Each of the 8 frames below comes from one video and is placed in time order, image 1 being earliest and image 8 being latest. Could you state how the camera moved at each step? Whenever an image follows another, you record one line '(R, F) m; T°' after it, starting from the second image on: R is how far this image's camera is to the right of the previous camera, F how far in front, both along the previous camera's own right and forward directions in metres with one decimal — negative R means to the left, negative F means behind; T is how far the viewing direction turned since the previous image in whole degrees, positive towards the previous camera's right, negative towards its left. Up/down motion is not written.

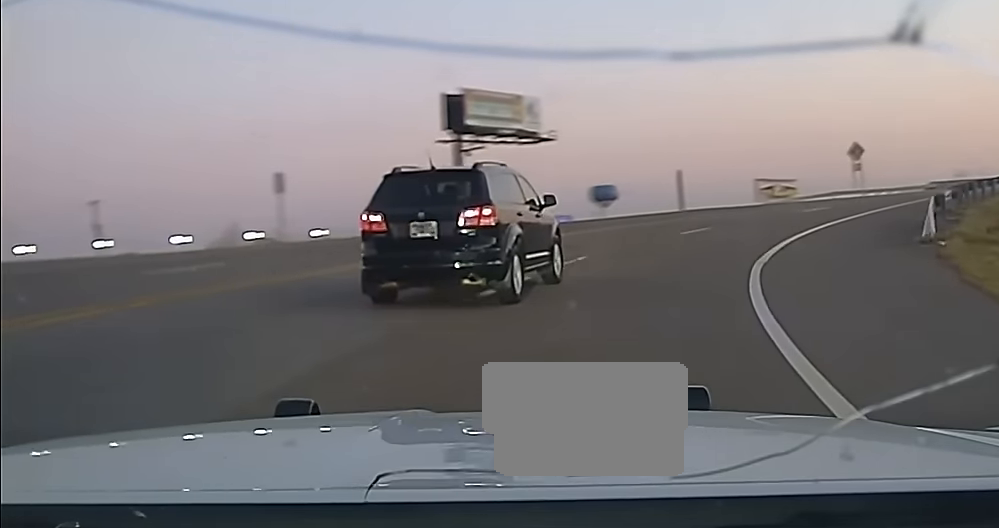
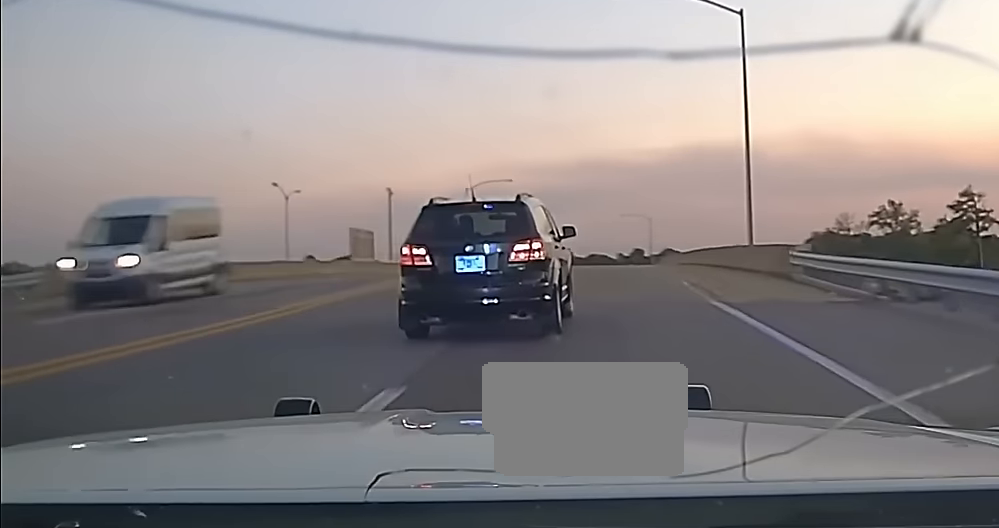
(+6.6, +54.1) m; +11°
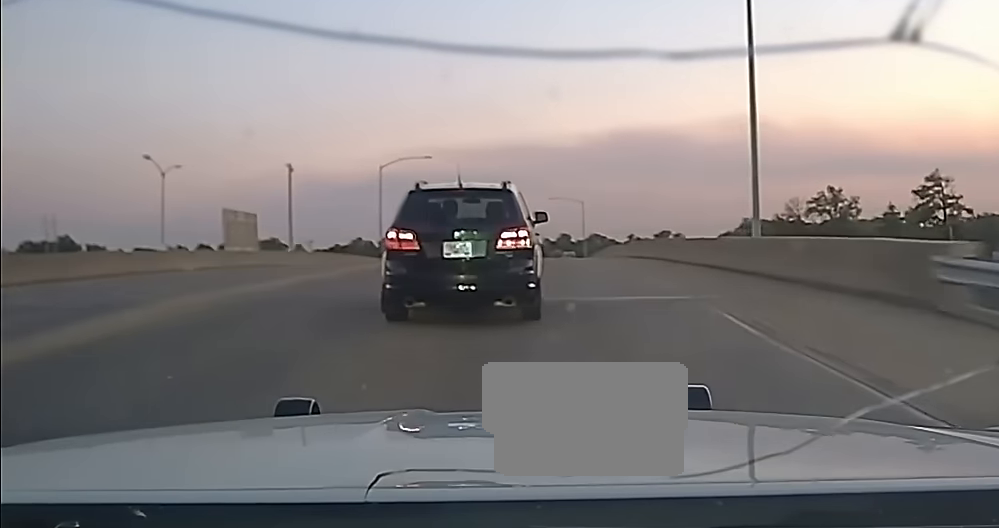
(-0.1, +22.7) m; +6°
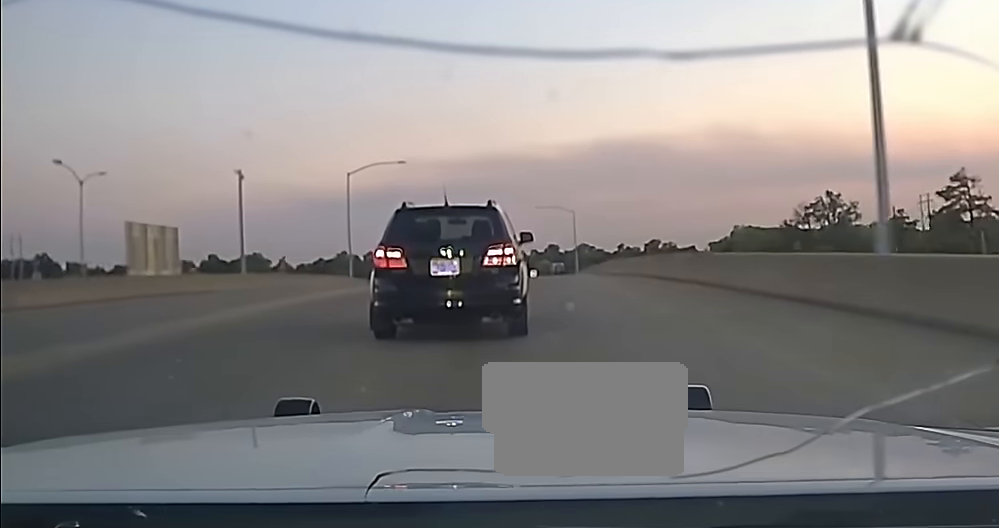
(+2.3, +19.0) m; +5°
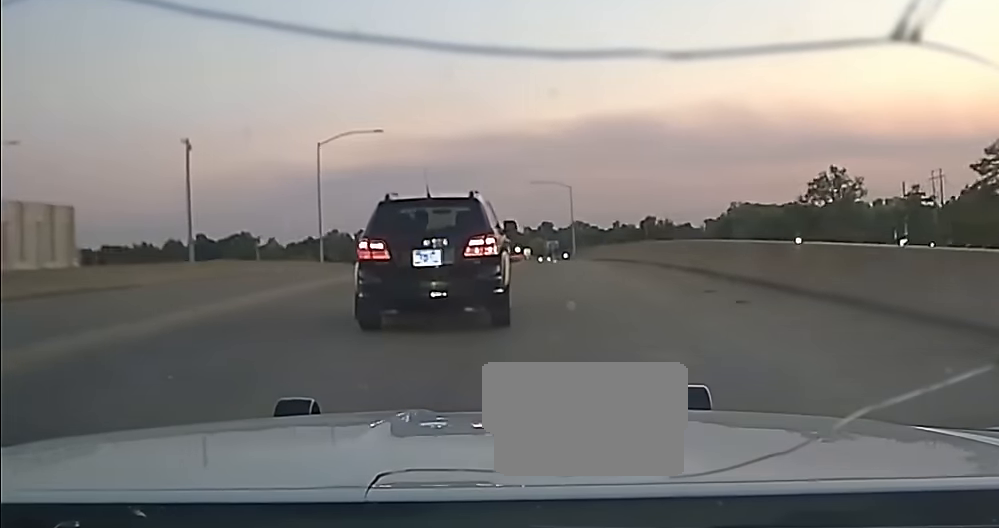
(+0.7, +15.5) m; +3°
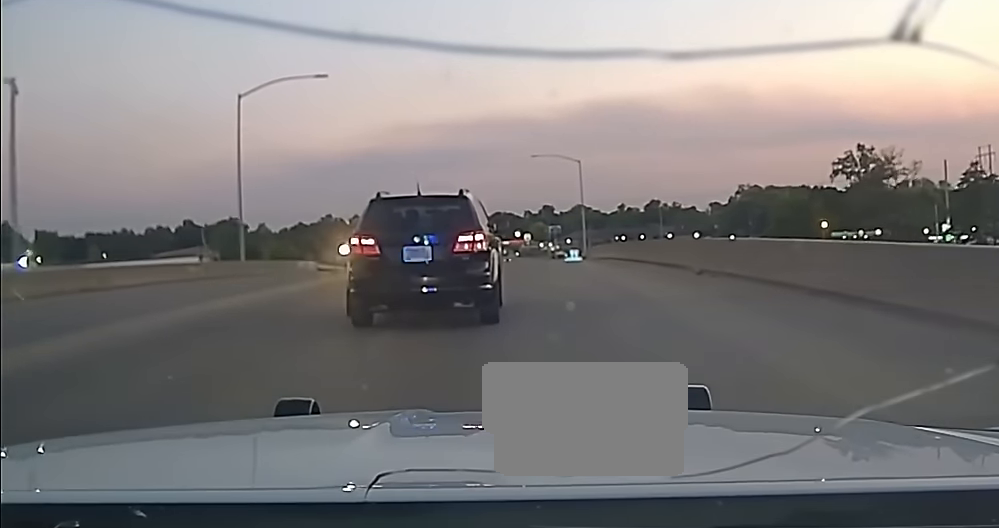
(+0.2, +14.2) m; 0°
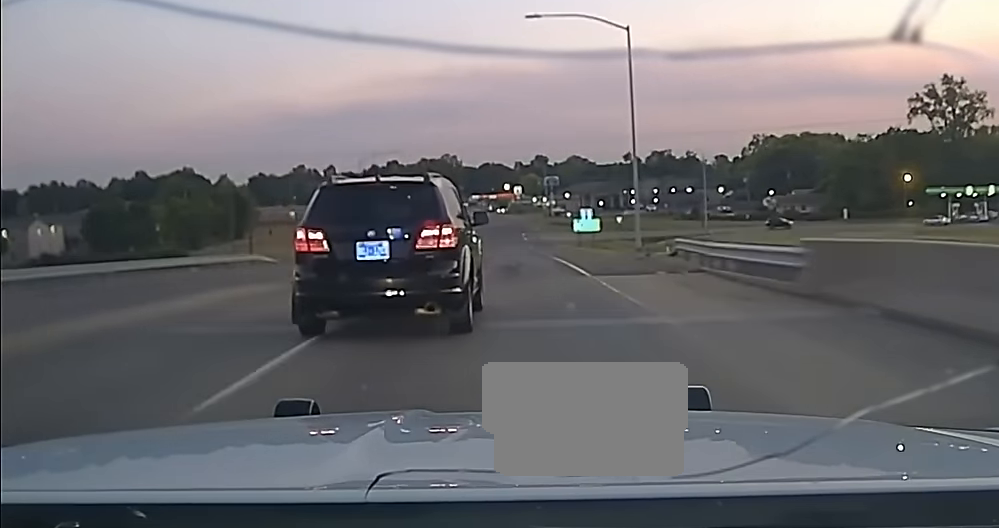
(-0.9, +68.9) m; -2°
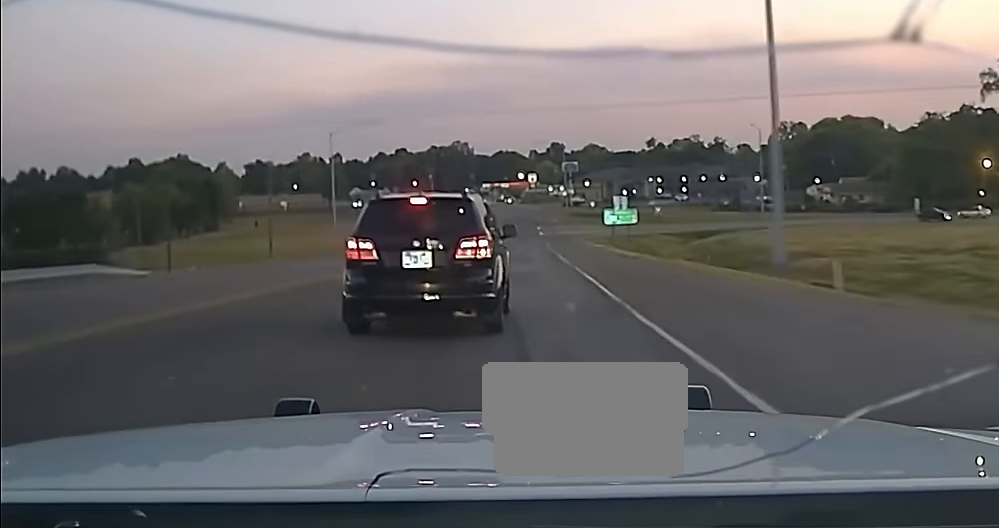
(-0.2, +19.9) m; -1°
